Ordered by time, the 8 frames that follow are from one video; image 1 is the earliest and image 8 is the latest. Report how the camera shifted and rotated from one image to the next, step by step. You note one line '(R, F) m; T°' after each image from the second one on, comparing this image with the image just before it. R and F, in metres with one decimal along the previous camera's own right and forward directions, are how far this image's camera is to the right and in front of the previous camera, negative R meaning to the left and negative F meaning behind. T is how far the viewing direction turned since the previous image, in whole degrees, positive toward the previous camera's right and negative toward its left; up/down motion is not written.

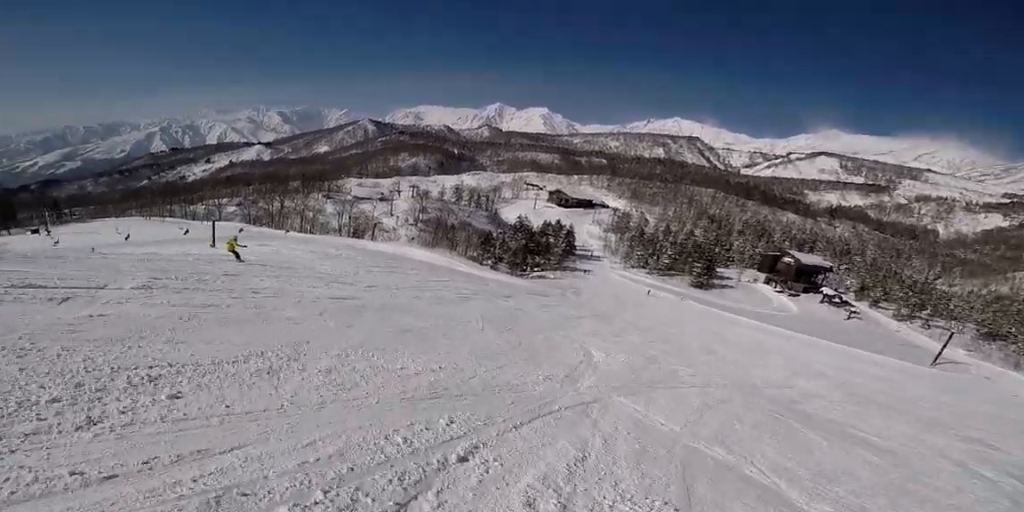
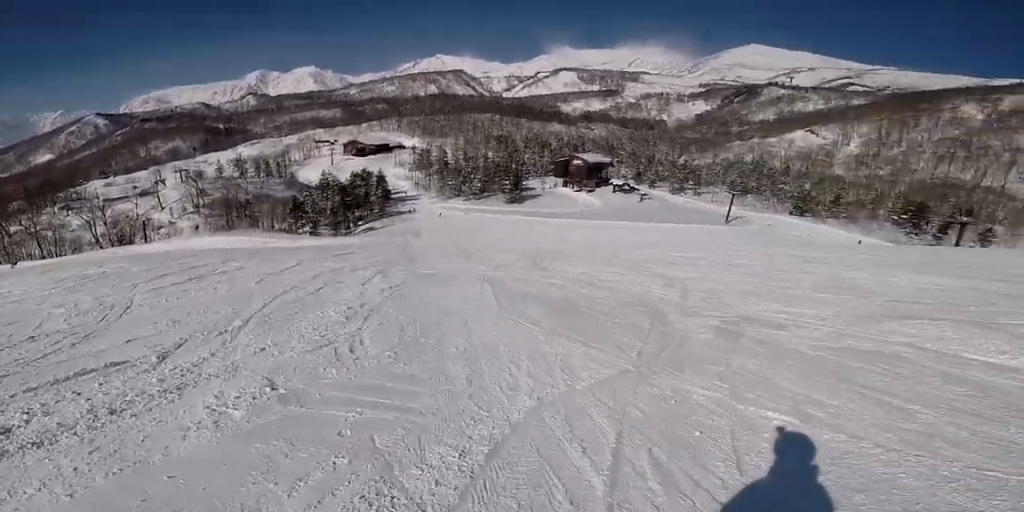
(+2.3, +9.7) m; +38°
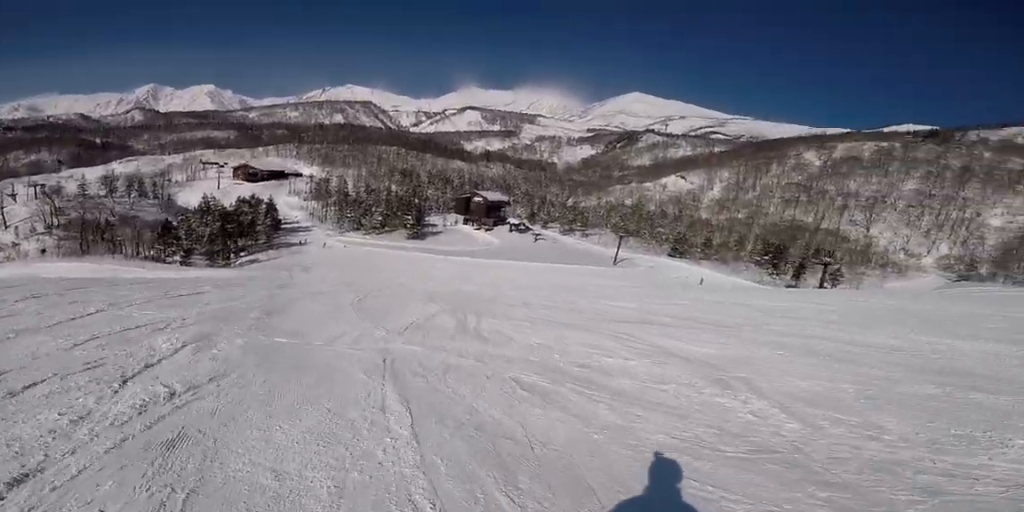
(+1.0, +5.1) m; +3°
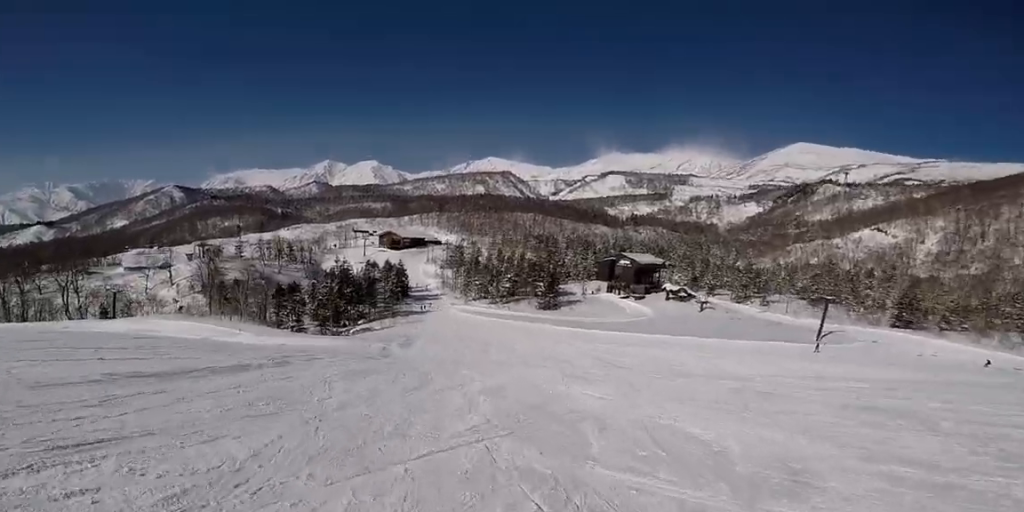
(-3.1, +19.2) m; -18°
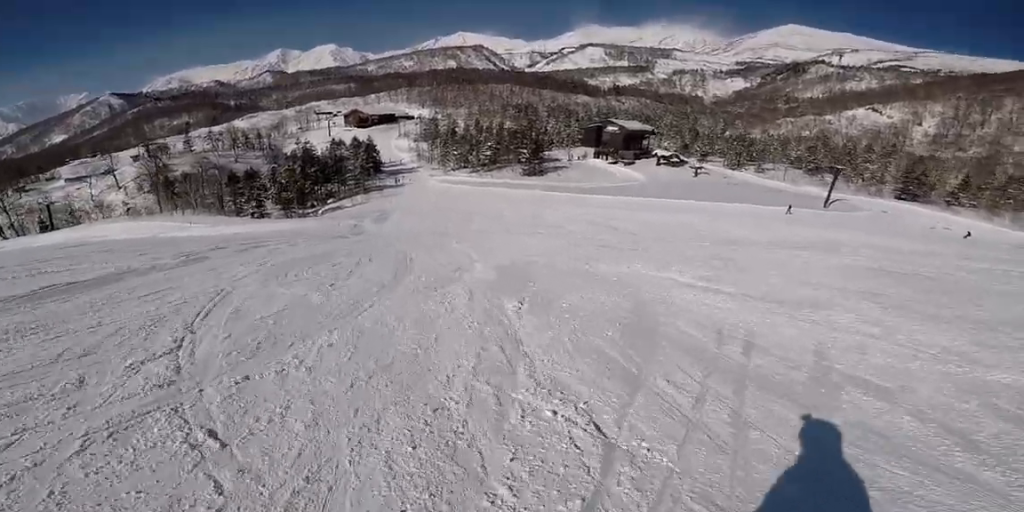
(-0.5, +7.0) m; -4°
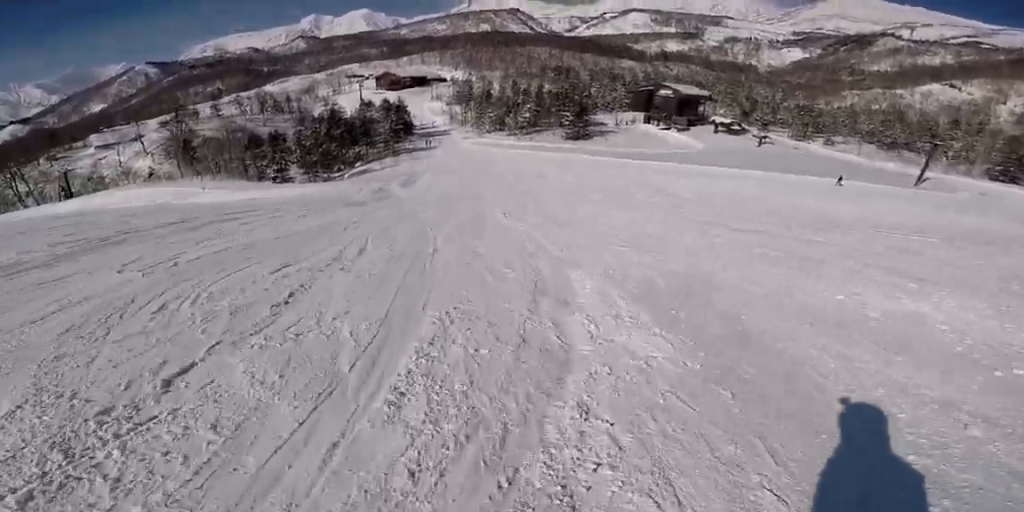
(-0.1, +6.7) m; -2°
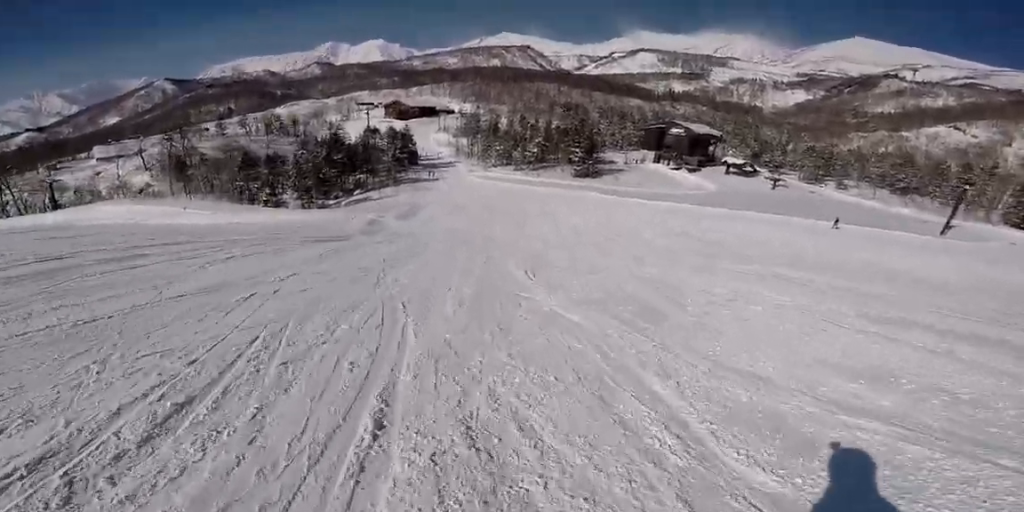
(0.0, +5.2) m; -1°
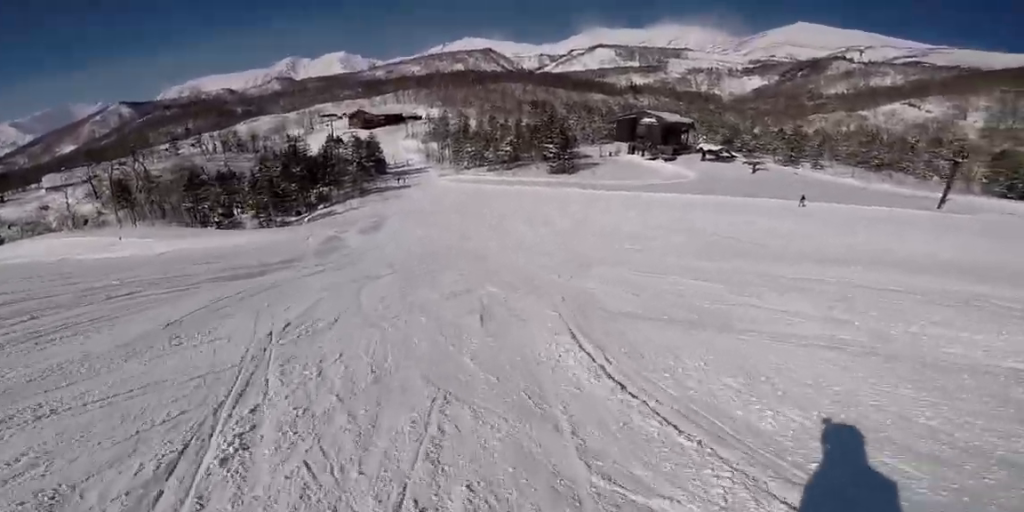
(-0.1, +5.9) m; -1°
